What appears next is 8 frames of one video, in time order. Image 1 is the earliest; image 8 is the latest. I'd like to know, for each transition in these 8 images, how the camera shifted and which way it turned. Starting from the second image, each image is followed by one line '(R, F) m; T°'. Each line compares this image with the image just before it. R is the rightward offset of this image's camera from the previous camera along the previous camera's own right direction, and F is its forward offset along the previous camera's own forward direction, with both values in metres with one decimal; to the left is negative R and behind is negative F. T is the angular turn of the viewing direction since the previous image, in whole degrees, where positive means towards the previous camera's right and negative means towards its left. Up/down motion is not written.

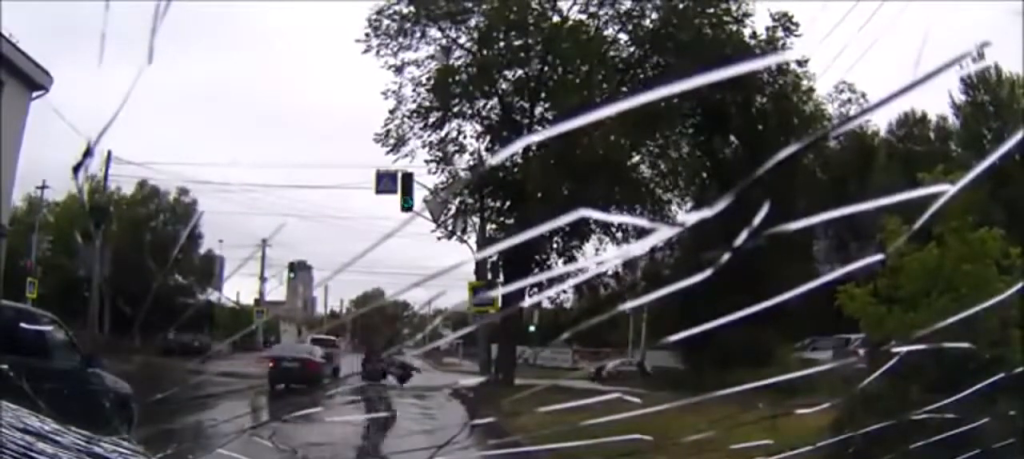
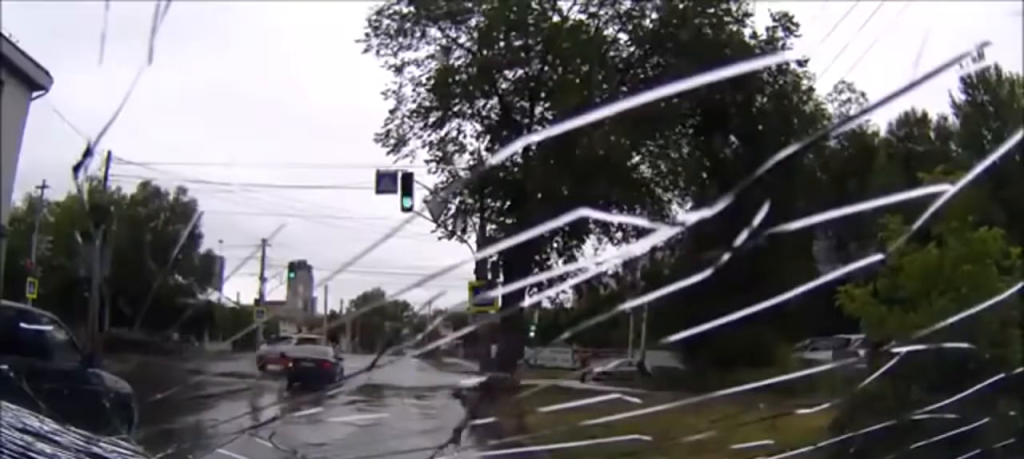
(0.0, 0.0) m; 0°
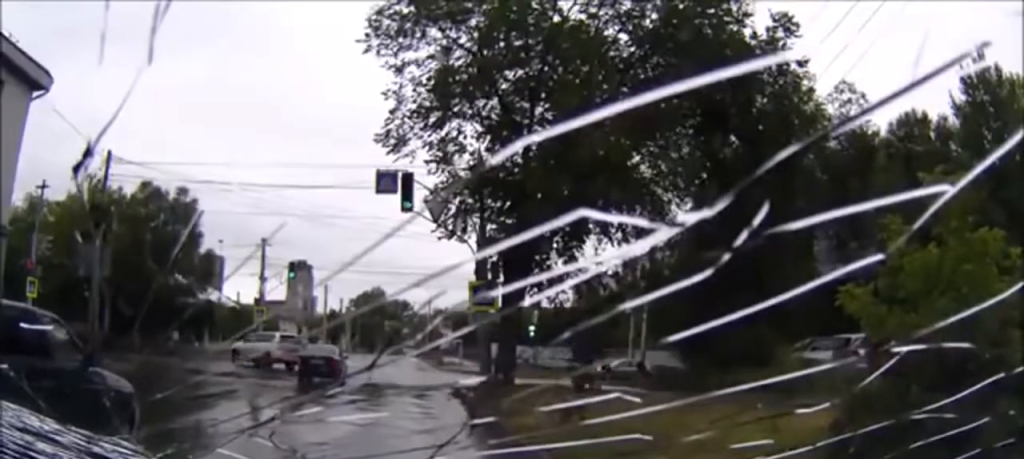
(0.0, 0.0) m; 0°
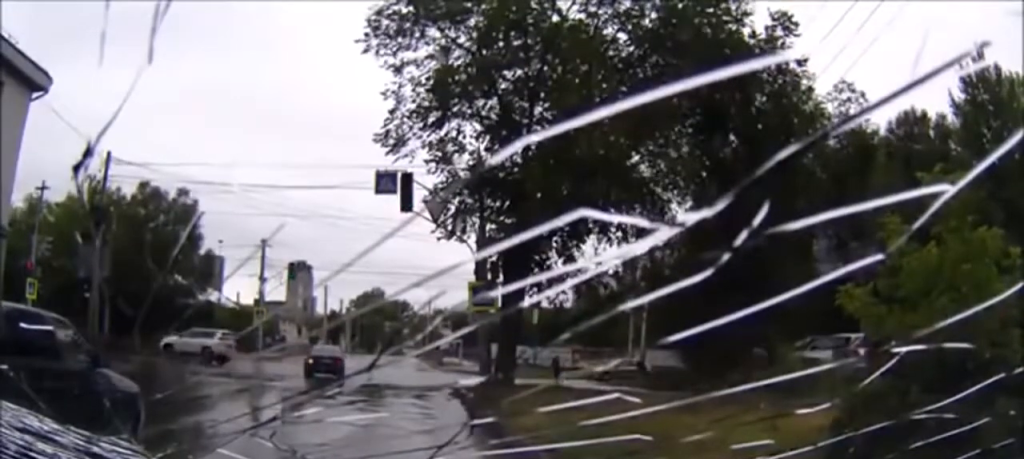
(0.0, 0.0) m; 0°
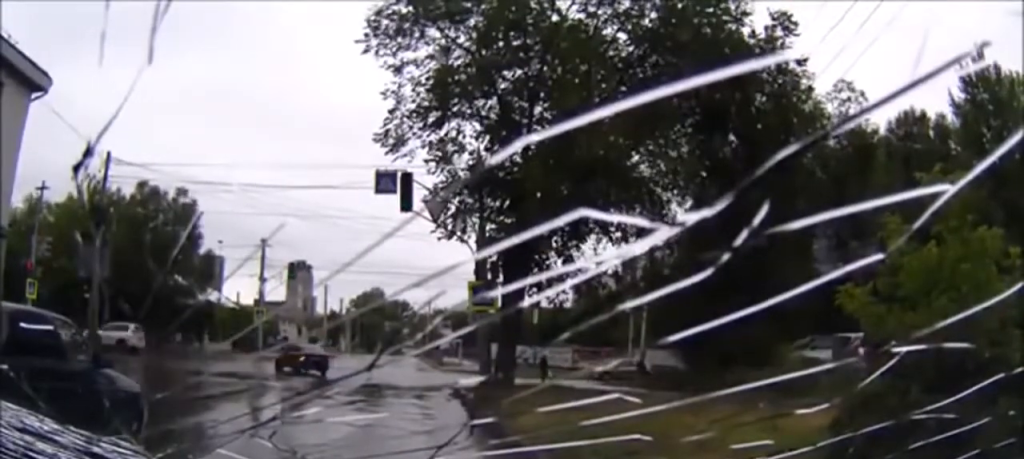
(0.0, 0.0) m; 0°
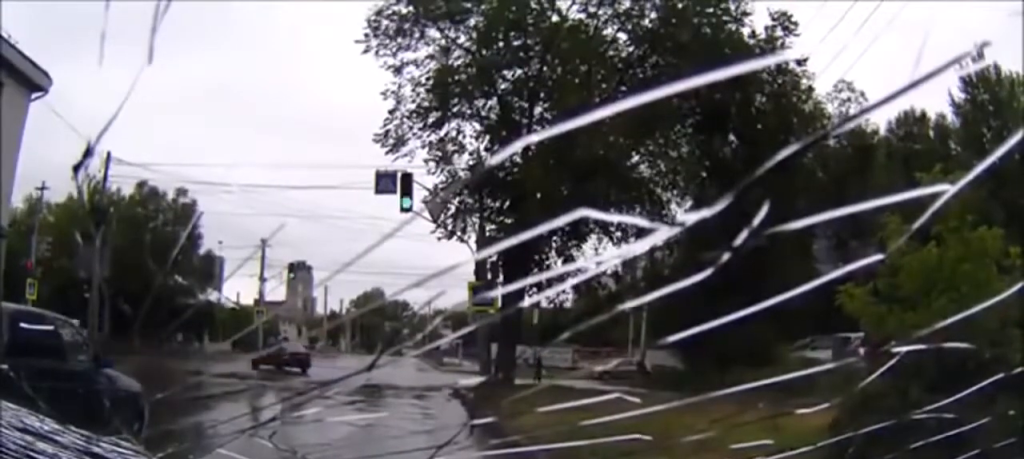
(0.0, 0.0) m; 0°
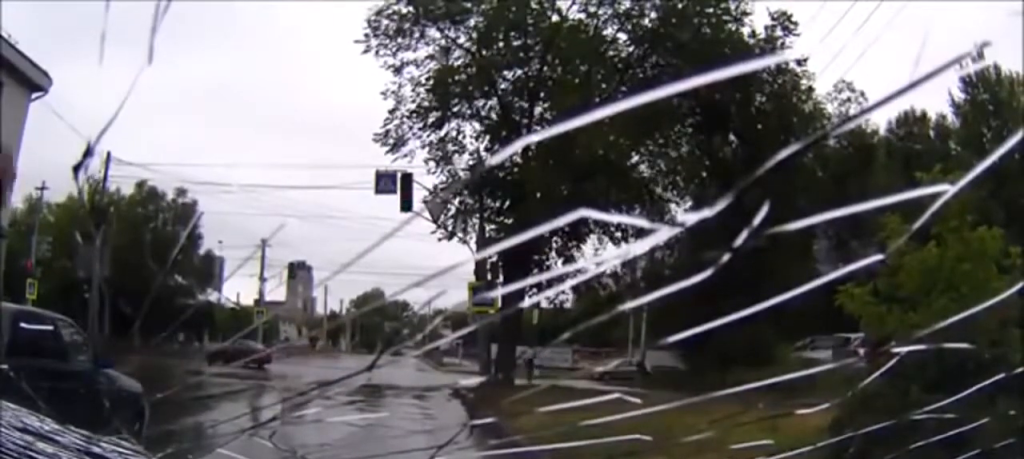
(0.0, 0.0) m; 0°
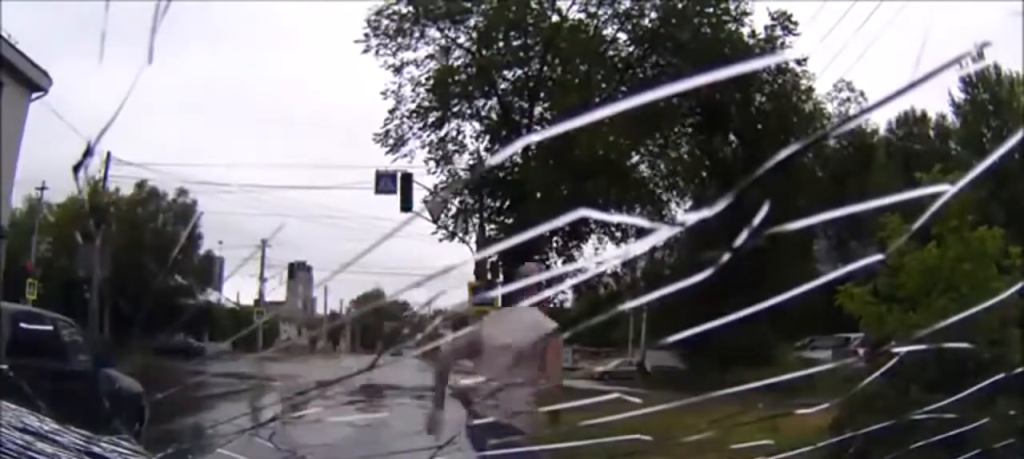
(0.0, 0.0) m; 0°
